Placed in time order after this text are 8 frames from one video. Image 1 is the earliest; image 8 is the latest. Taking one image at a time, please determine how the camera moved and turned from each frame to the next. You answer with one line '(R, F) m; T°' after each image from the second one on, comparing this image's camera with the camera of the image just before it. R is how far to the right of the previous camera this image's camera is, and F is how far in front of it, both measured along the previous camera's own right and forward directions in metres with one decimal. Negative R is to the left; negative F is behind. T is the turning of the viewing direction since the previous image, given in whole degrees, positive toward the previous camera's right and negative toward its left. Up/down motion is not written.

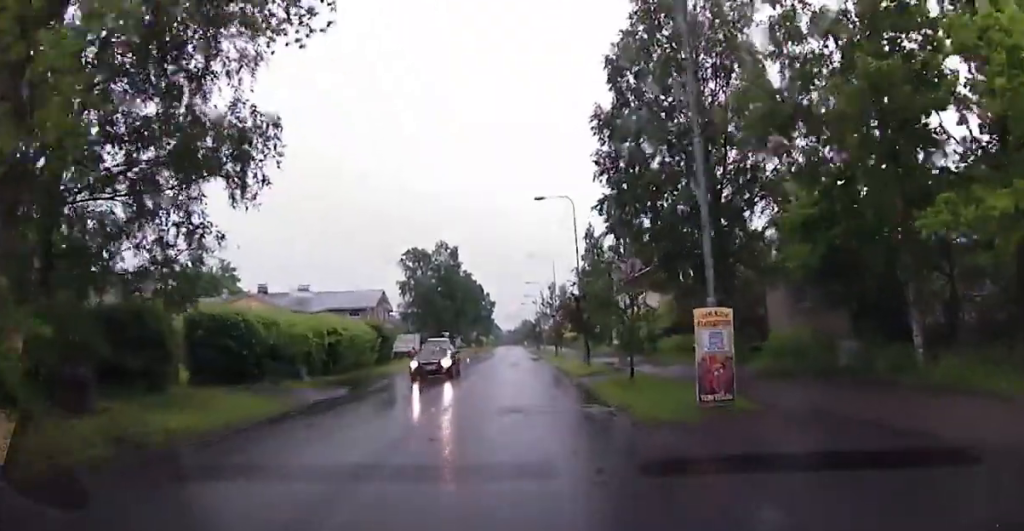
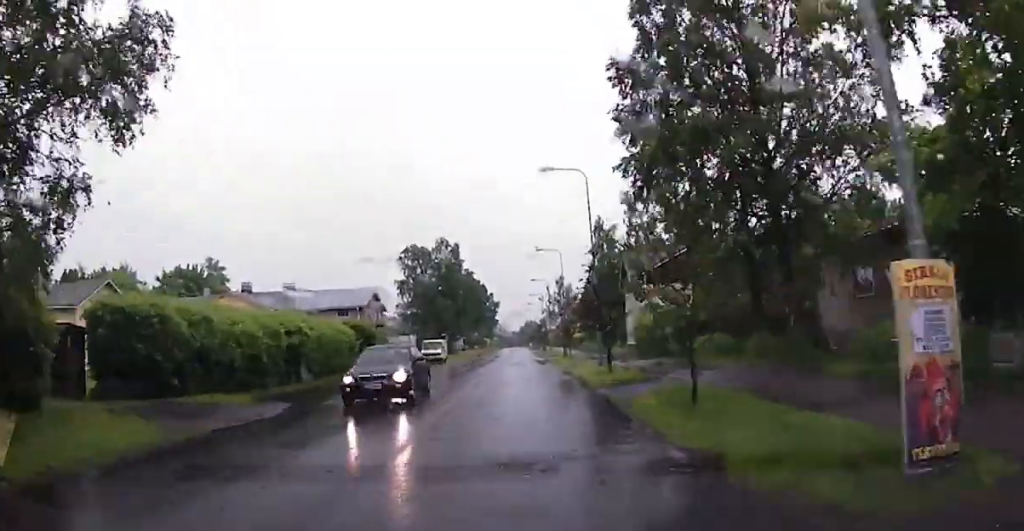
(+0.2, +6.1) m; 0°
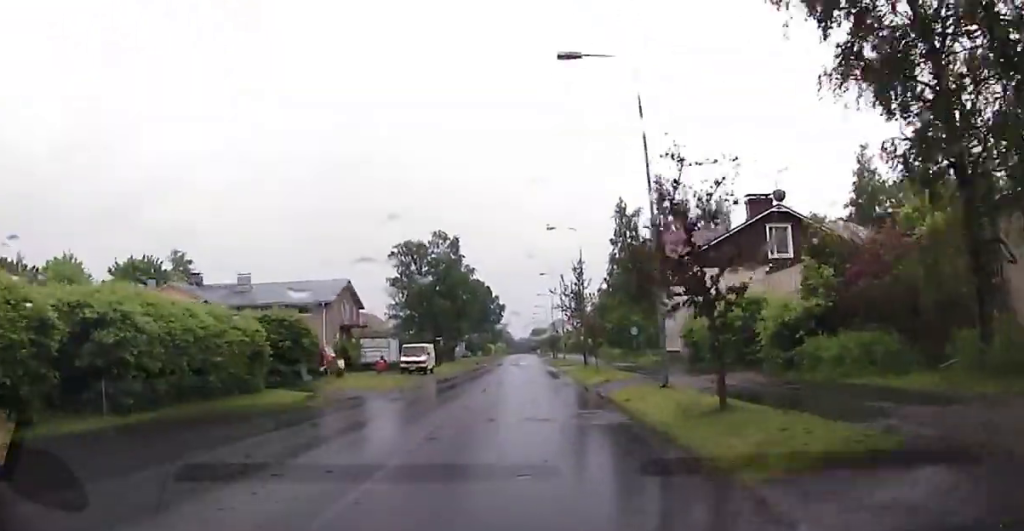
(-0.4, +13.6) m; -1°
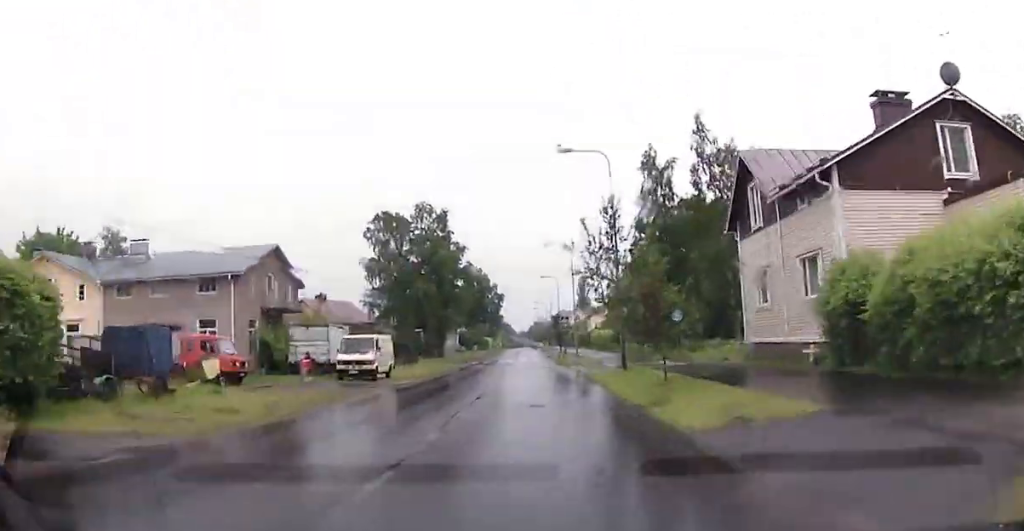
(-0.1, +17.1) m; -1°
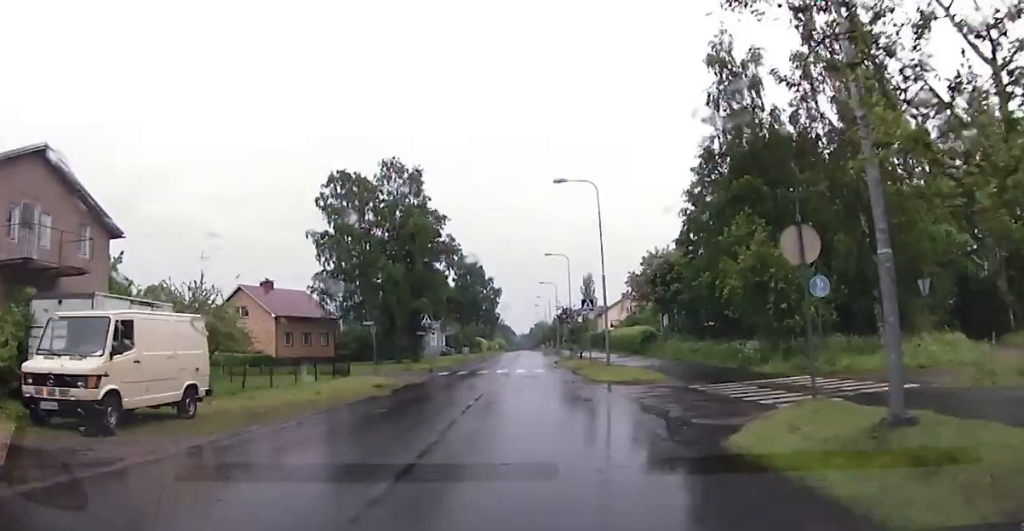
(+0.1, +21.8) m; 0°
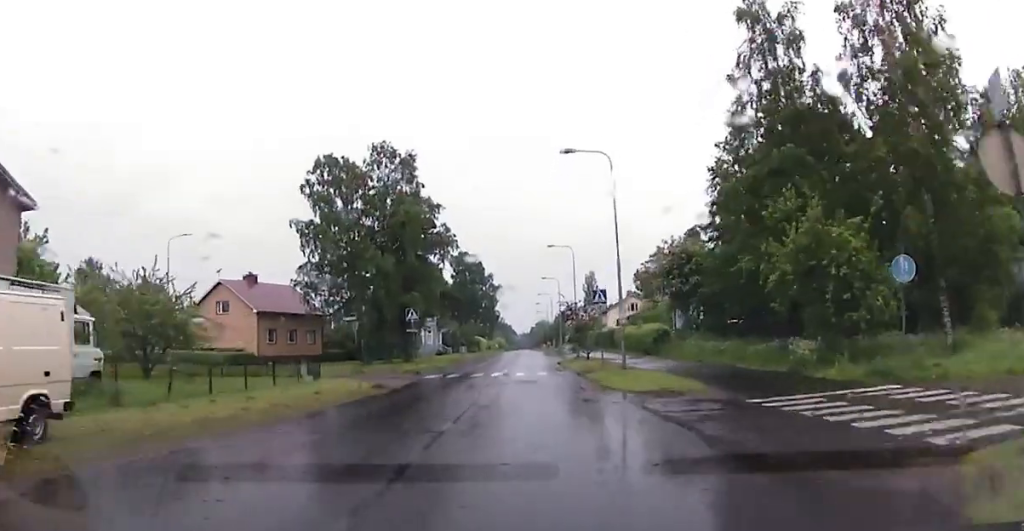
(-0.1, +5.3) m; 0°
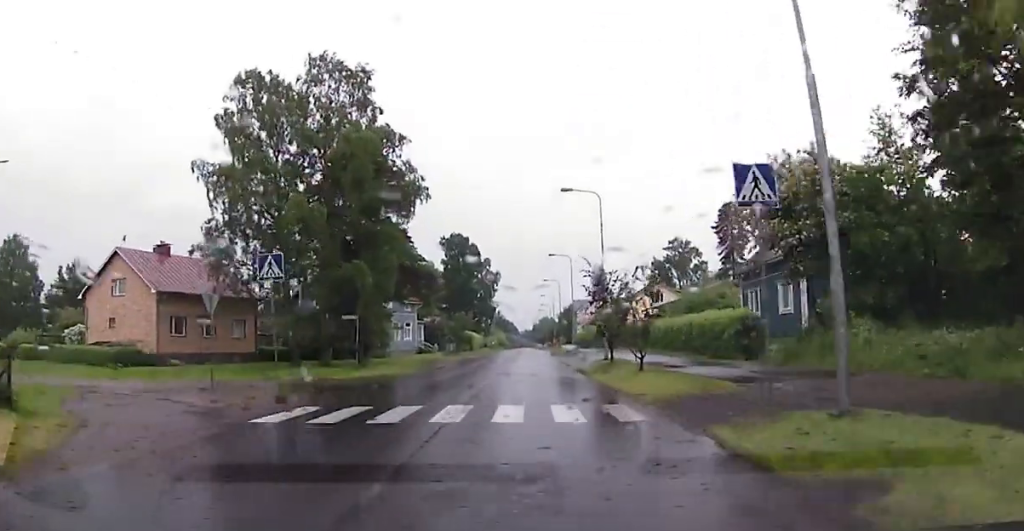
(0.0, +20.1) m; 0°
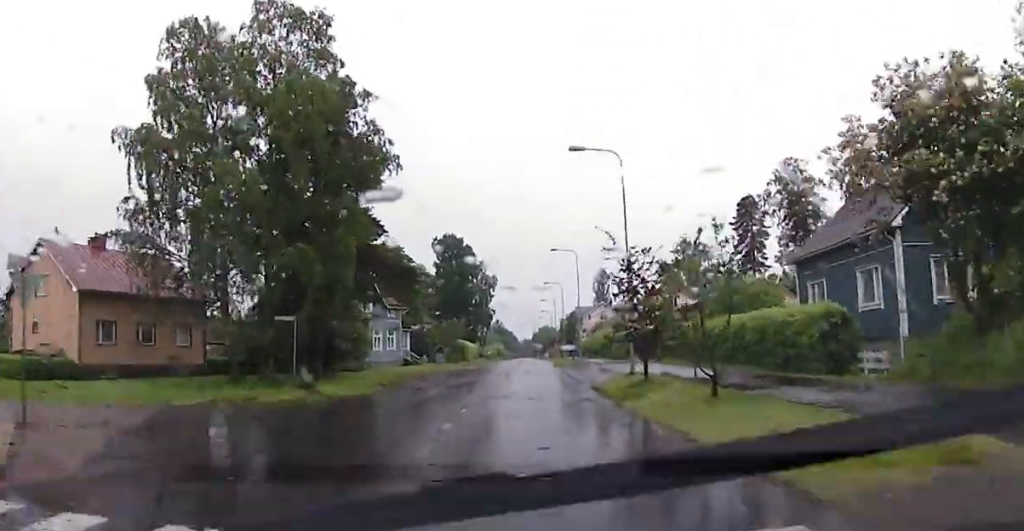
(-0.1, +9.5) m; 0°
